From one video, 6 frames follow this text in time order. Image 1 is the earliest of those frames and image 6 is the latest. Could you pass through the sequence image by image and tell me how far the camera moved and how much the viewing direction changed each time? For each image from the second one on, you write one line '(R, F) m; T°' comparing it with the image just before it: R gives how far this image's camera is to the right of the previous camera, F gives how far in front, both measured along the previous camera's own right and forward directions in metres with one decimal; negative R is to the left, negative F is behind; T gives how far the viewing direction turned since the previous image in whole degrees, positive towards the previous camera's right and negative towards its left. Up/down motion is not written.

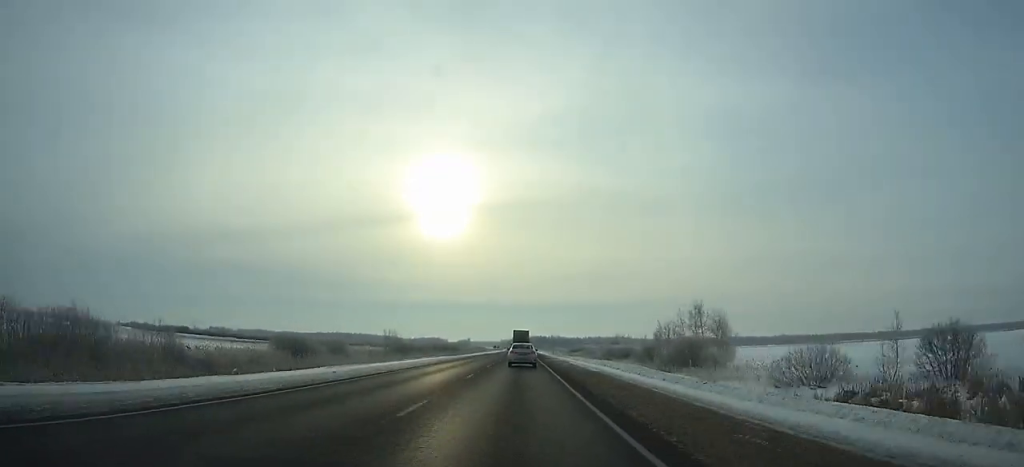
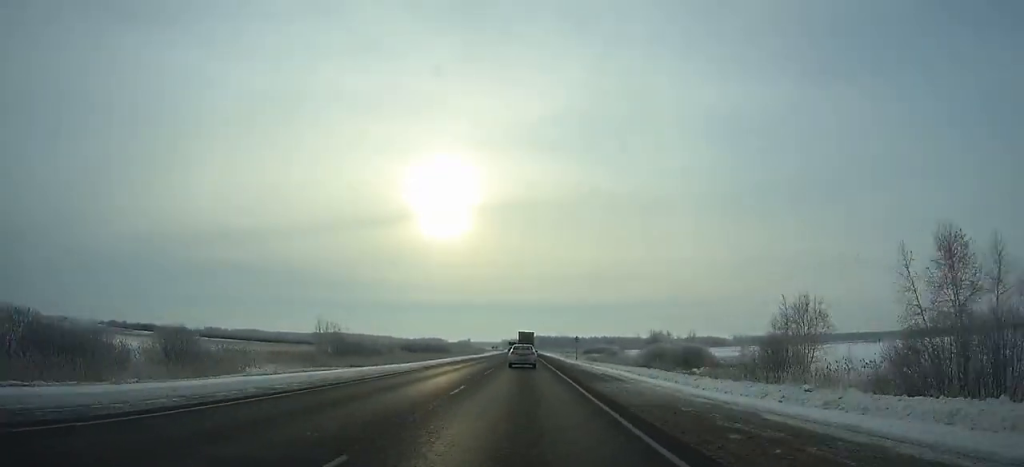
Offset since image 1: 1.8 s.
(-0.2, +42.8) m; 0°
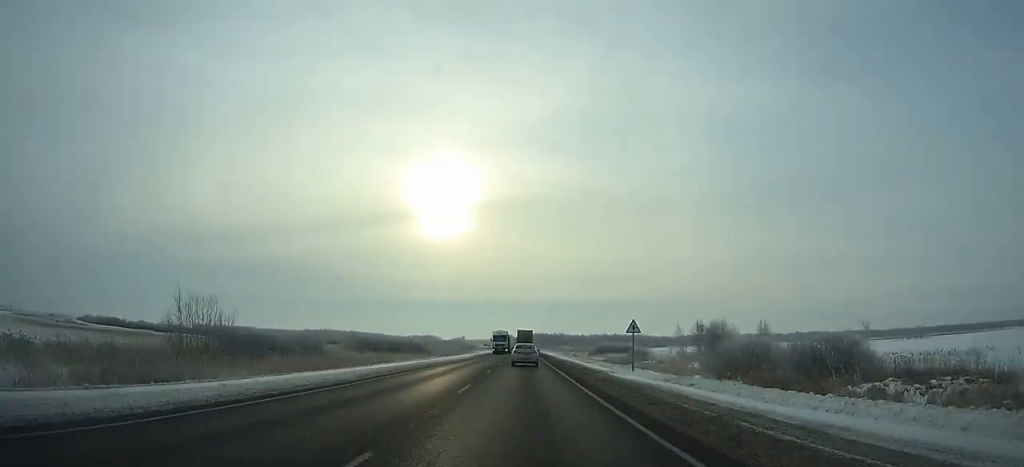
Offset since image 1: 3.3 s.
(0.0, +35.7) m; 0°
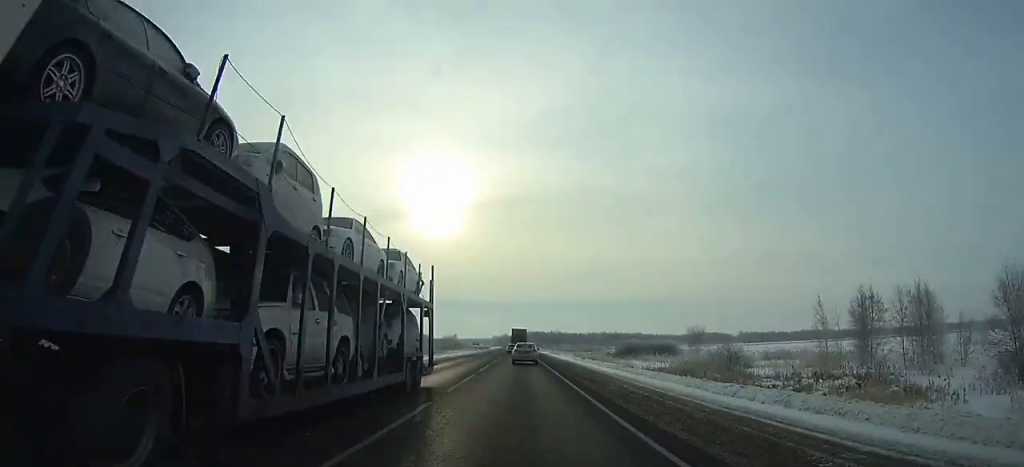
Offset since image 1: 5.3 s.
(+0.2, +47.7) m; 0°
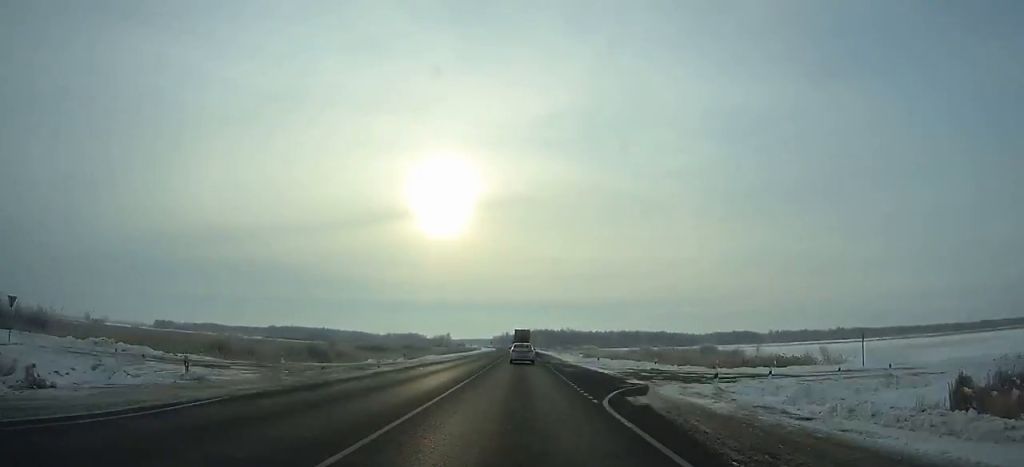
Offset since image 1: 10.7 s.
(-0.3, +130.0) m; 0°
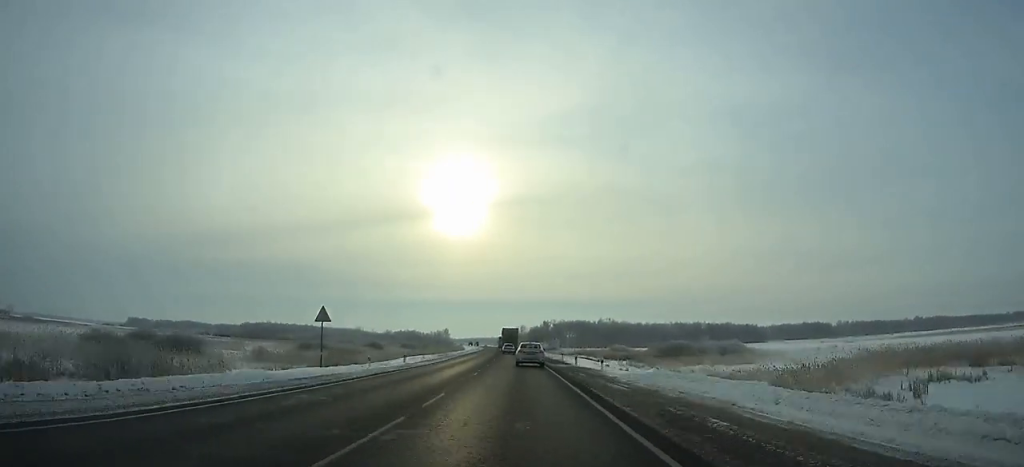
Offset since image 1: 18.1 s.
(-2.5, +178.7) m; -3°
